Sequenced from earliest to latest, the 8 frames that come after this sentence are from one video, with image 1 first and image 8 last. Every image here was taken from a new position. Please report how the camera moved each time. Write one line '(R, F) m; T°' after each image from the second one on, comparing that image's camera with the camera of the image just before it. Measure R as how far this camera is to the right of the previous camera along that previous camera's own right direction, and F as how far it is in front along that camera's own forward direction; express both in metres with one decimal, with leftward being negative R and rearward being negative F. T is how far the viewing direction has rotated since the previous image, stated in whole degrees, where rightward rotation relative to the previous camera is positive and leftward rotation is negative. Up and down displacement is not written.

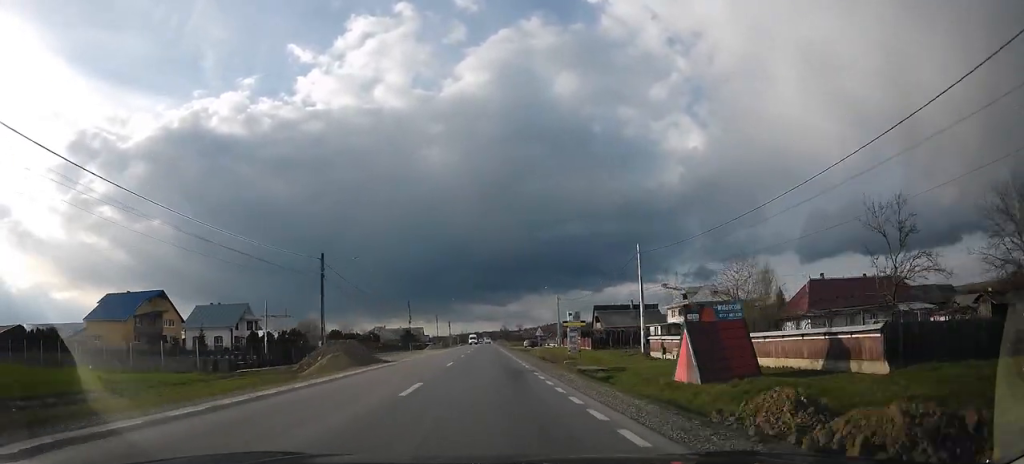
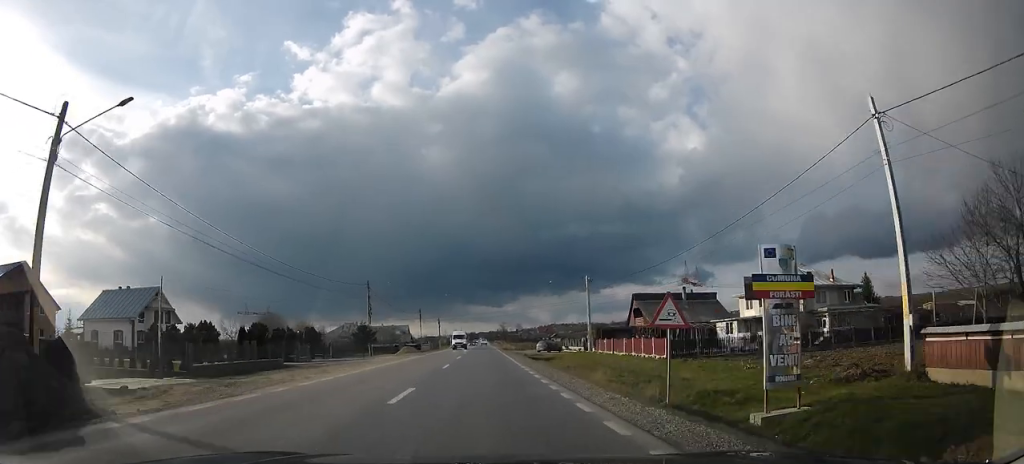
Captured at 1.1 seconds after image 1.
(-1.2, +25.6) m; -1°
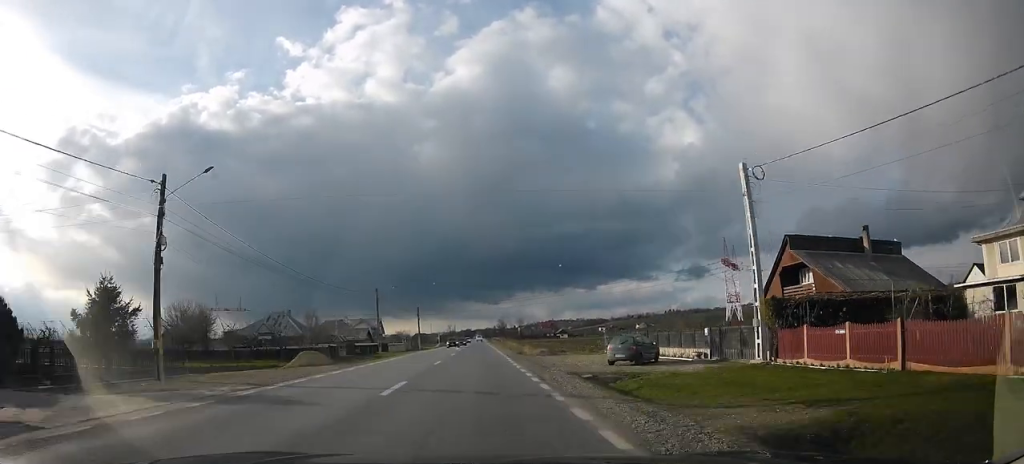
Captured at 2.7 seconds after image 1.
(+1.6, +35.8) m; +3°
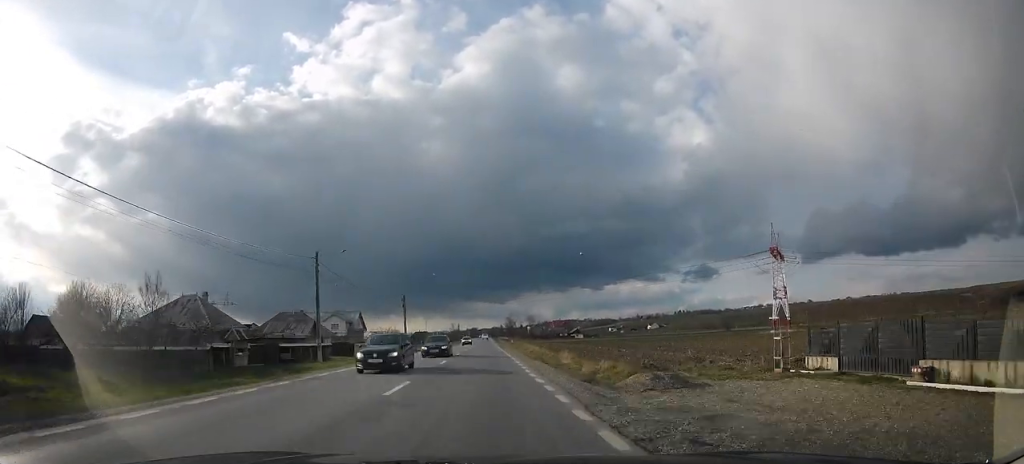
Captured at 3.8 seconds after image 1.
(0.0, +24.5) m; -1°
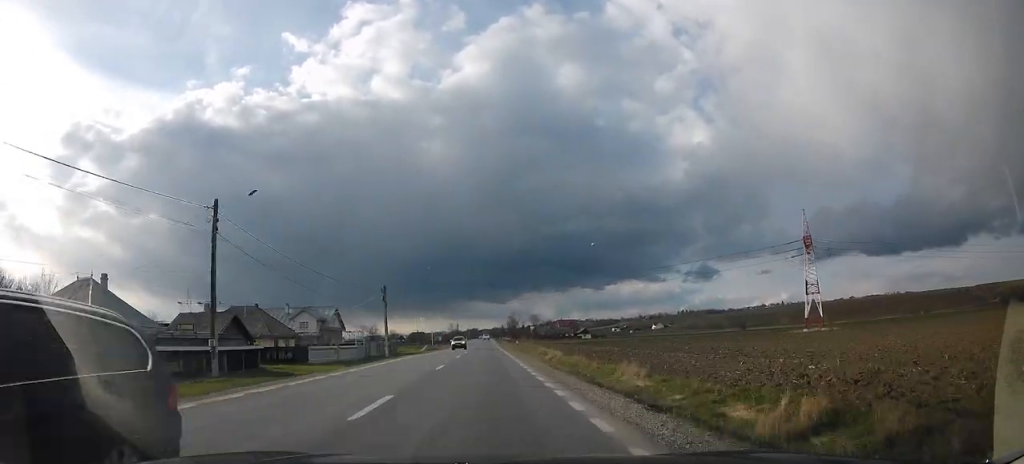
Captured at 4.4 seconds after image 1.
(-0.1, +15.2) m; -1°
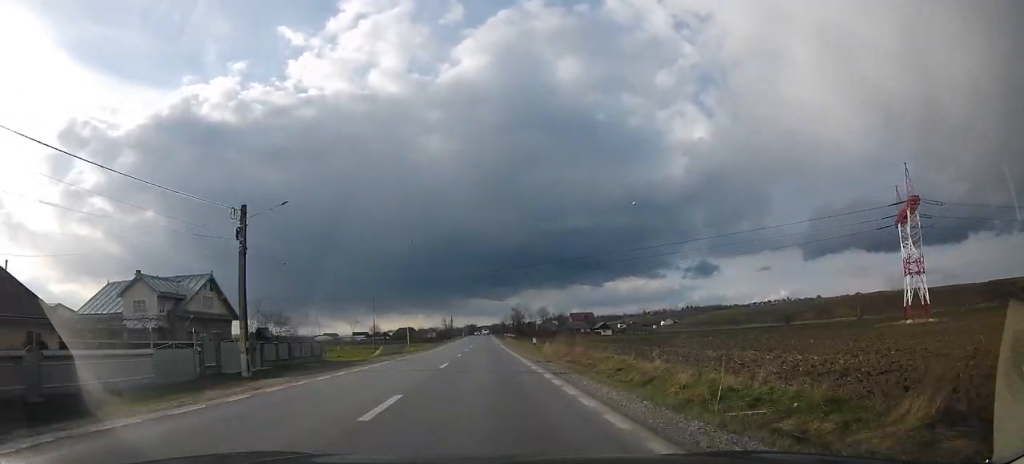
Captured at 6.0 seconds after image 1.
(0.0, +36.7) m; +2°
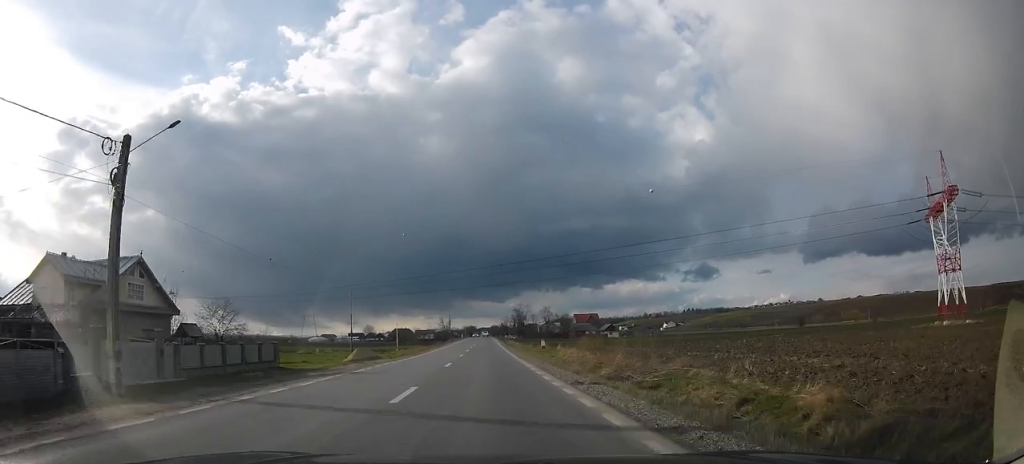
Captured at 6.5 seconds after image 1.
(+0.1, +10.0) m; 0°
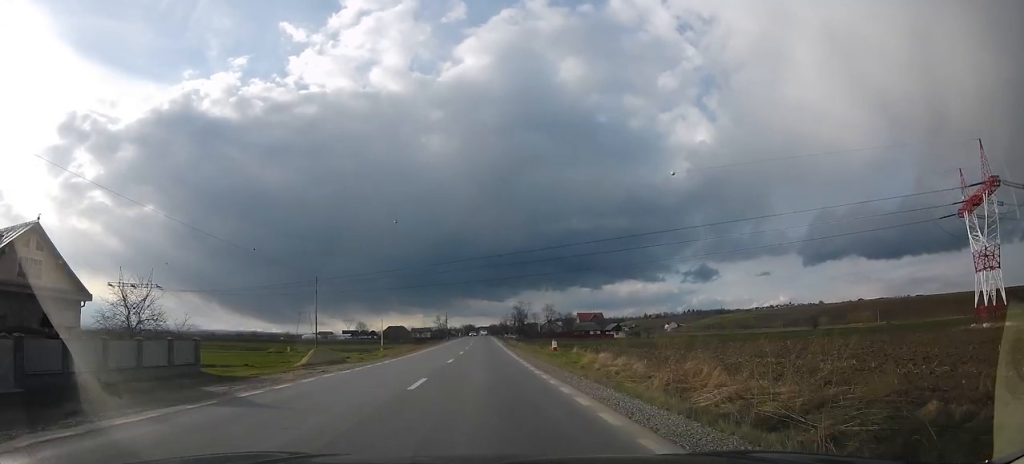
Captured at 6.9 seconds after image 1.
(+0.1, +10.1) m; 0°
